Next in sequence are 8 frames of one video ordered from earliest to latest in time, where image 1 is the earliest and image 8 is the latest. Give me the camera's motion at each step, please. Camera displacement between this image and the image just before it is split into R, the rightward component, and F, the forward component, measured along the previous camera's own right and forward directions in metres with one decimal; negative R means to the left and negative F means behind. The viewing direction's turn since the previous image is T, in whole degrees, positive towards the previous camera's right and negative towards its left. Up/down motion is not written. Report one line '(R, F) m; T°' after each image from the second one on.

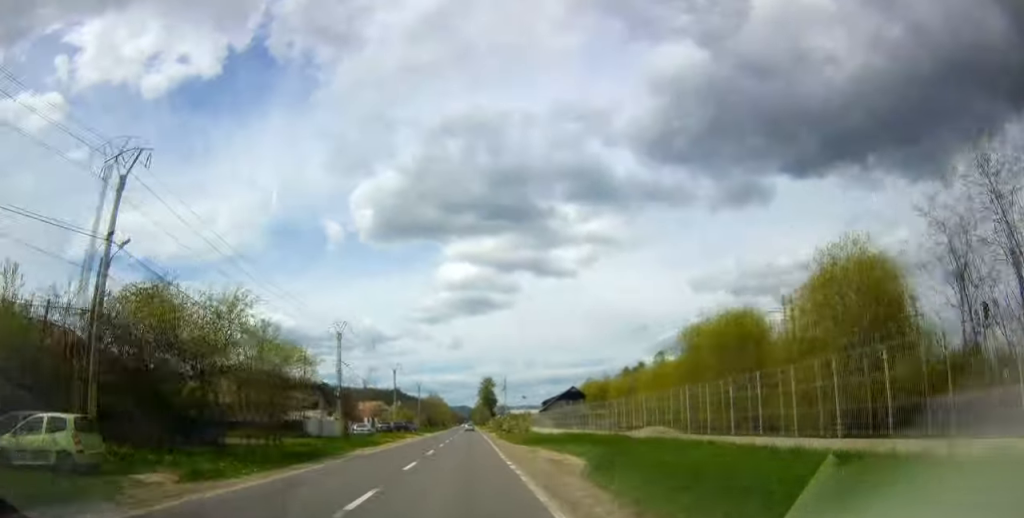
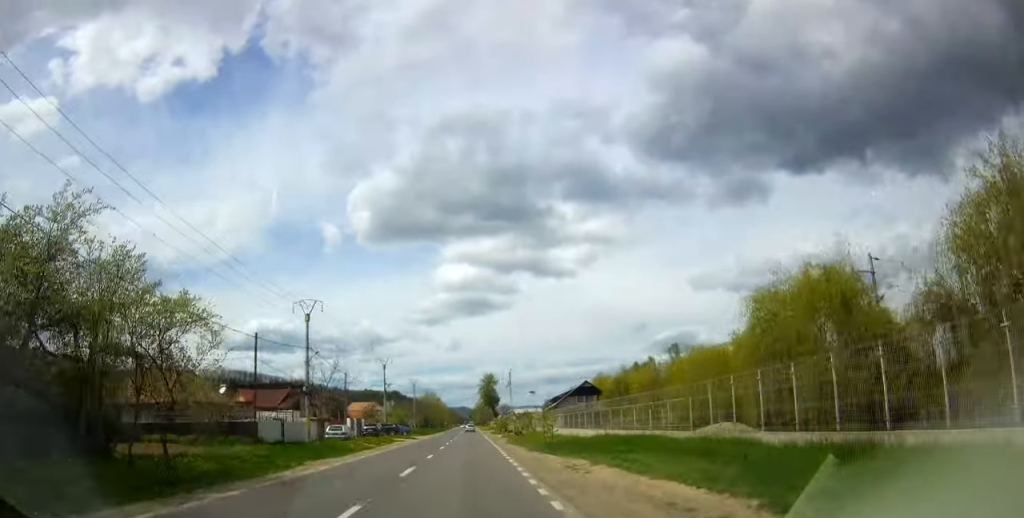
(-0.3, +11.0) m; -1°
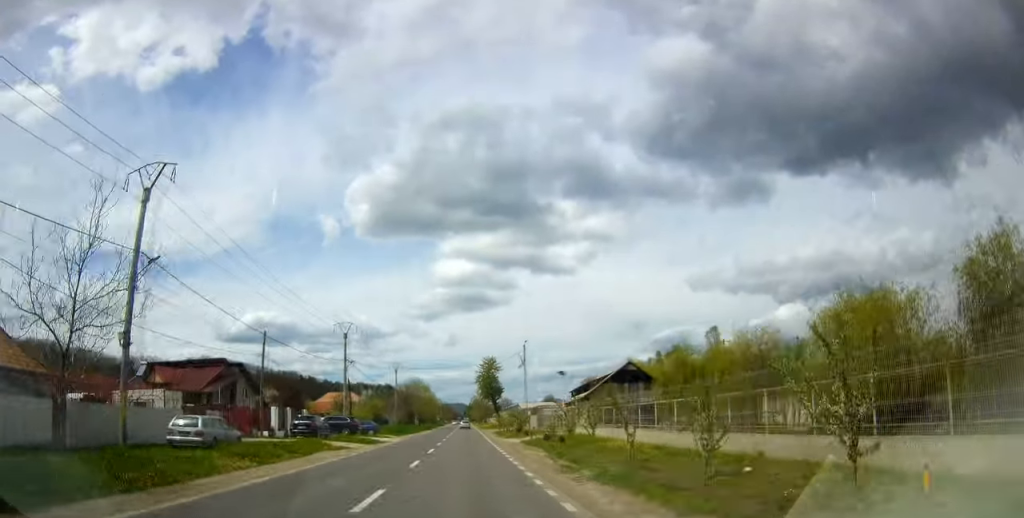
(-0.6, +25.1) m; -1°
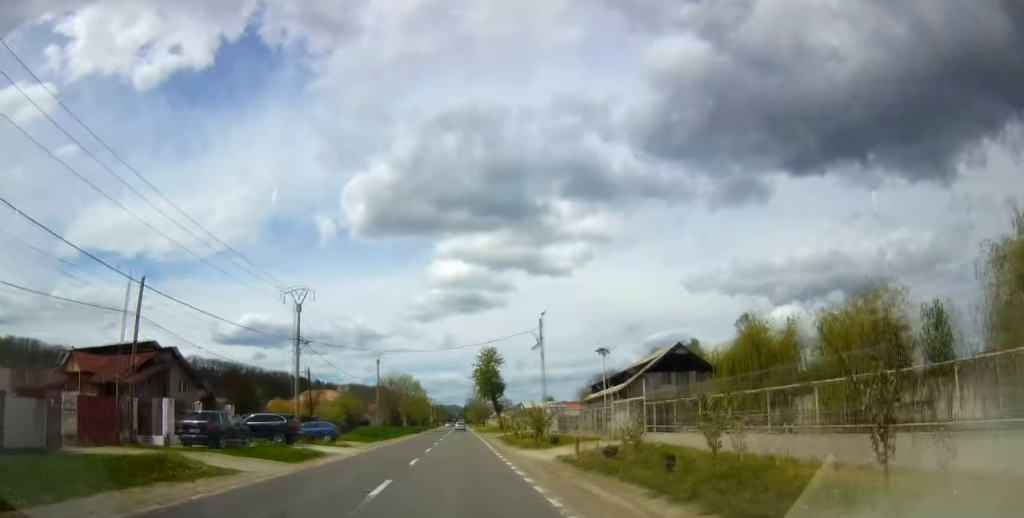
(-0.1, +16.2) m; +1°
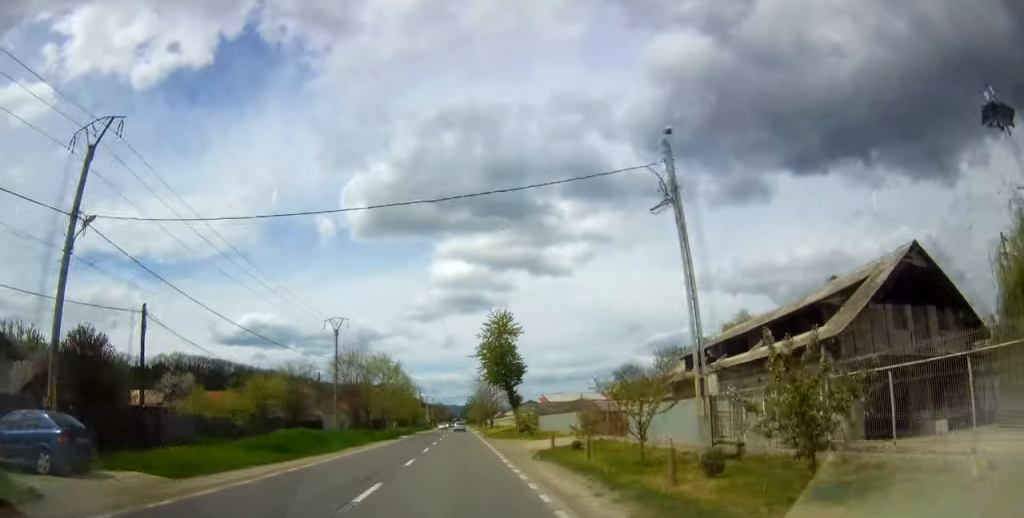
(+0.6, +28.2) m; +1°
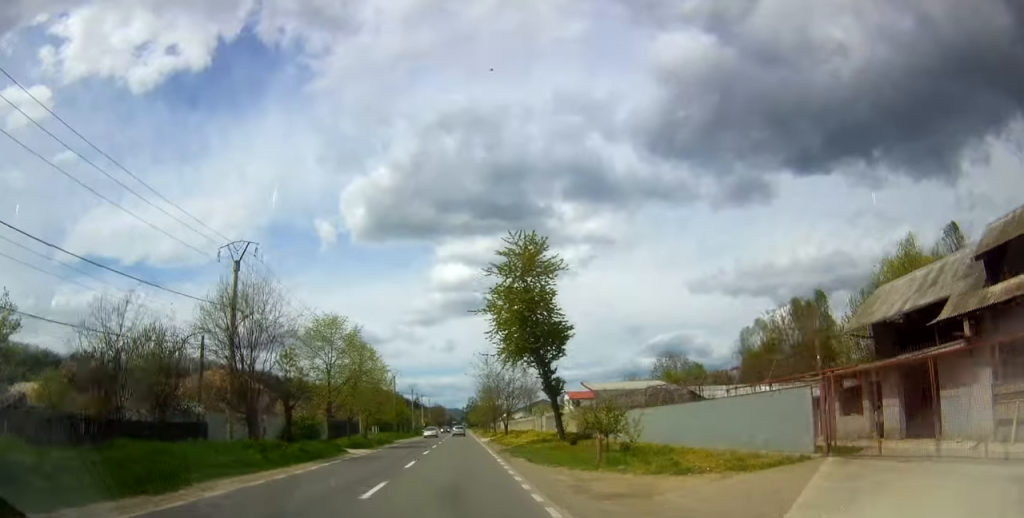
(-0.2, +26.2) m; -1°
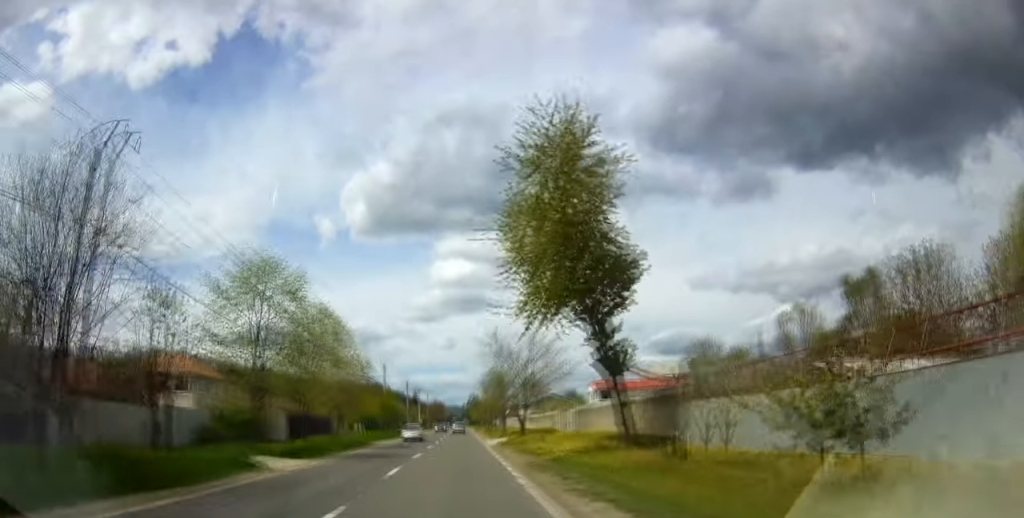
(-0.3, +14.1) m; 0°
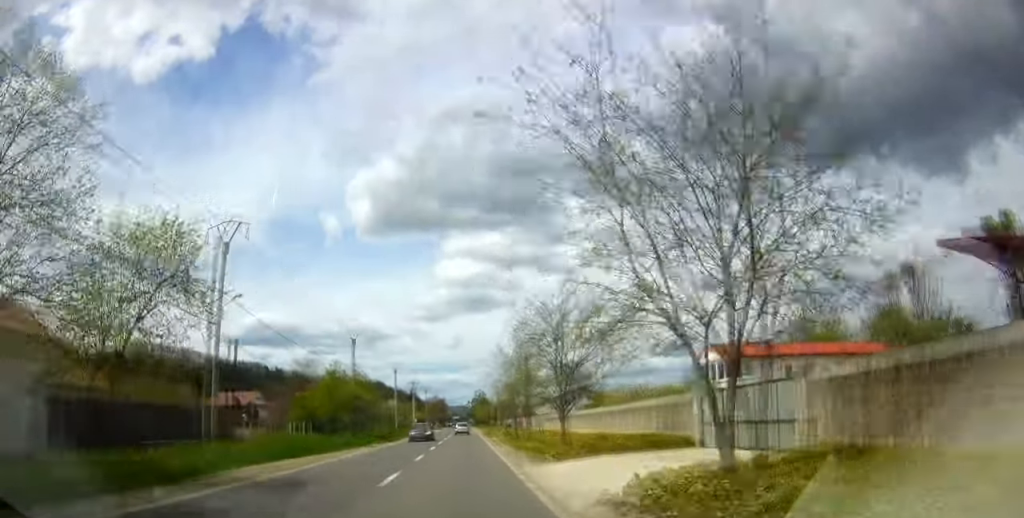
(+0.5, +29.2) m; +1°
